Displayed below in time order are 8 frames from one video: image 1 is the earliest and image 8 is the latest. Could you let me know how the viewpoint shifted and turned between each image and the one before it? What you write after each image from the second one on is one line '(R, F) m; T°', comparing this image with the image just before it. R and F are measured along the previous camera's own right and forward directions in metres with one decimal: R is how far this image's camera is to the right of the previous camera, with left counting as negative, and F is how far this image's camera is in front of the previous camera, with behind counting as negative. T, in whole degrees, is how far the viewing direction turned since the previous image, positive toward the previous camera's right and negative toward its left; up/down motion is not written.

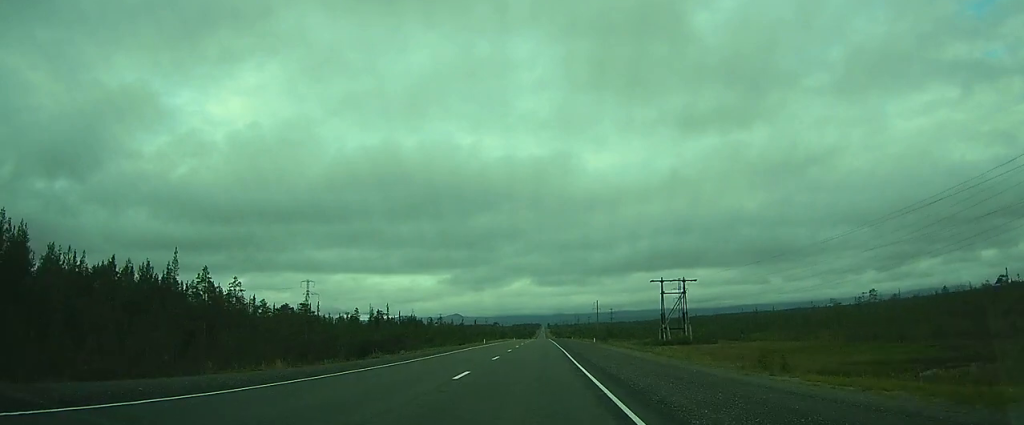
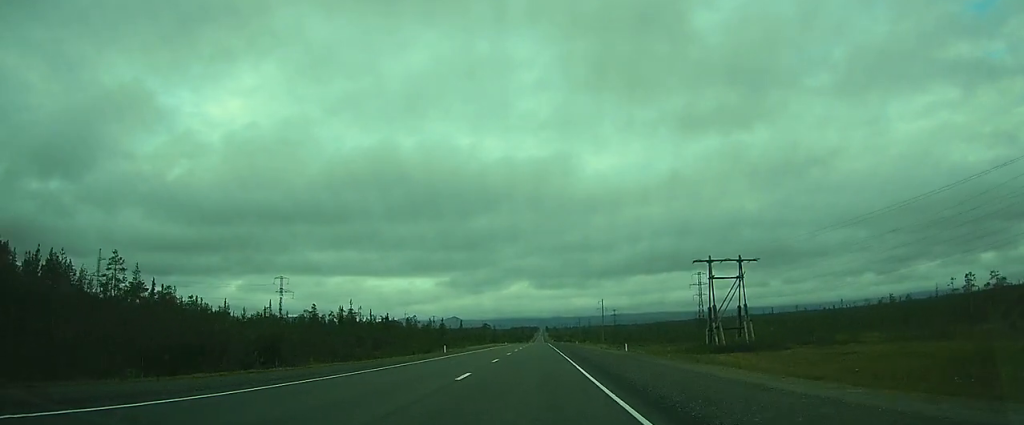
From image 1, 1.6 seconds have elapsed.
(+0.1, +34.3) m; -1°
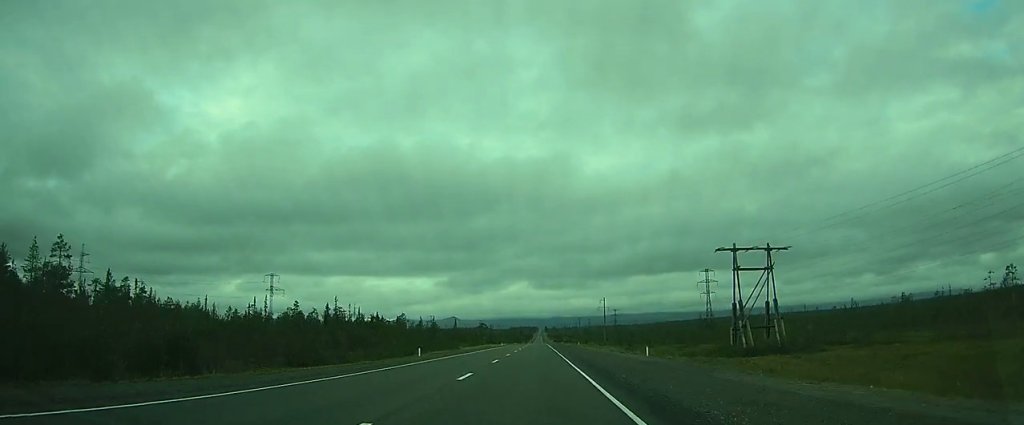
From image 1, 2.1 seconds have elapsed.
(-0.1, +11.0) m; -1°
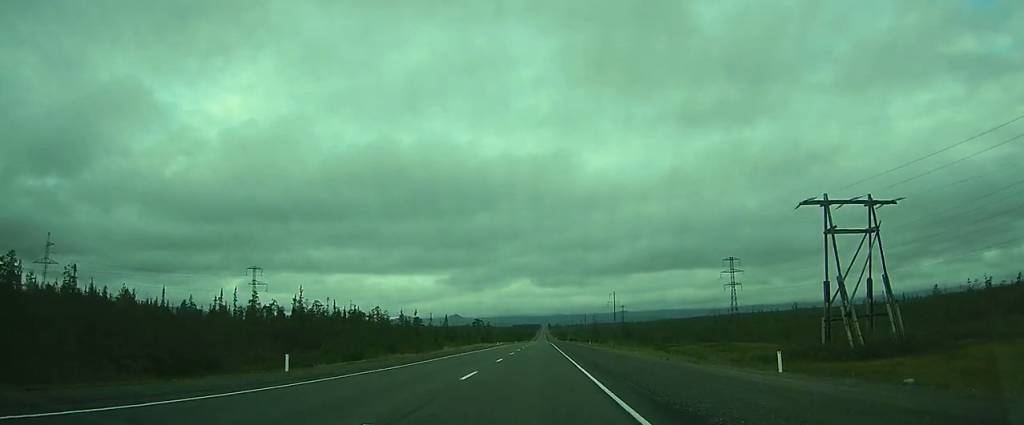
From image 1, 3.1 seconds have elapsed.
(-0.2, +23.6) m; 0°
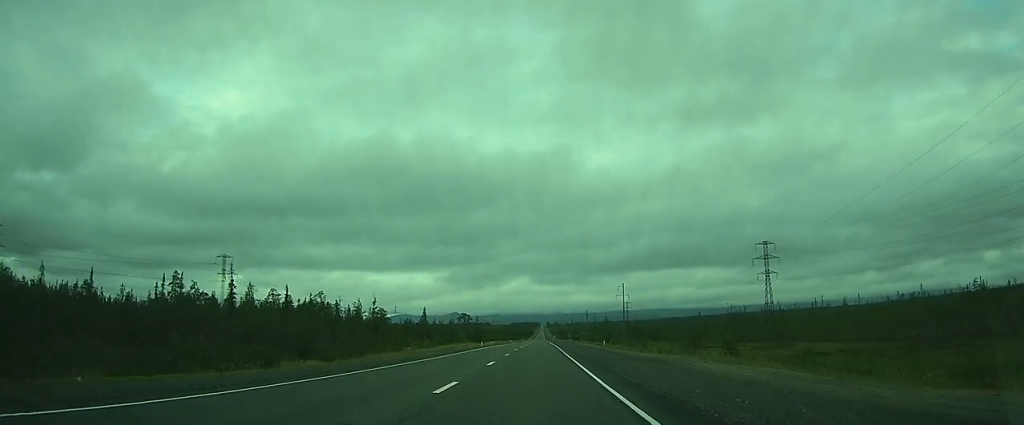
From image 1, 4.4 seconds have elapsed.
(-0.1, +29.1) m; -1°
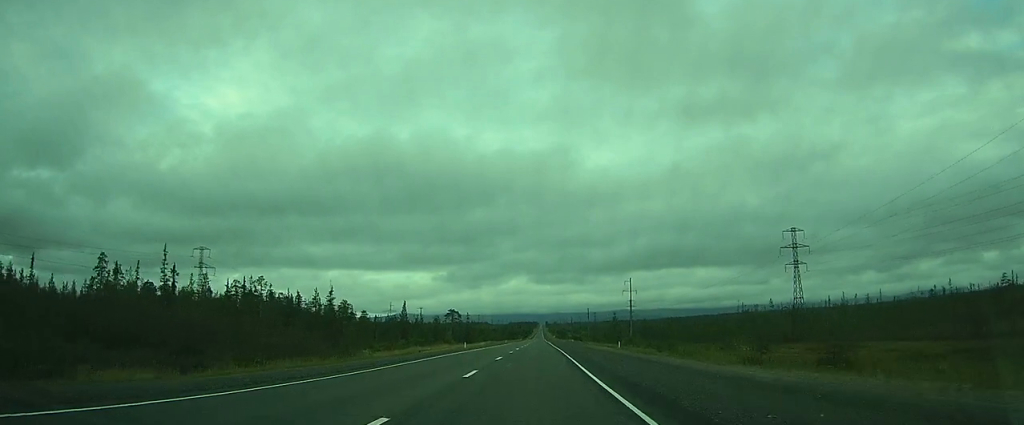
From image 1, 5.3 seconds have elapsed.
(-0.2, +19.0) m; -1°
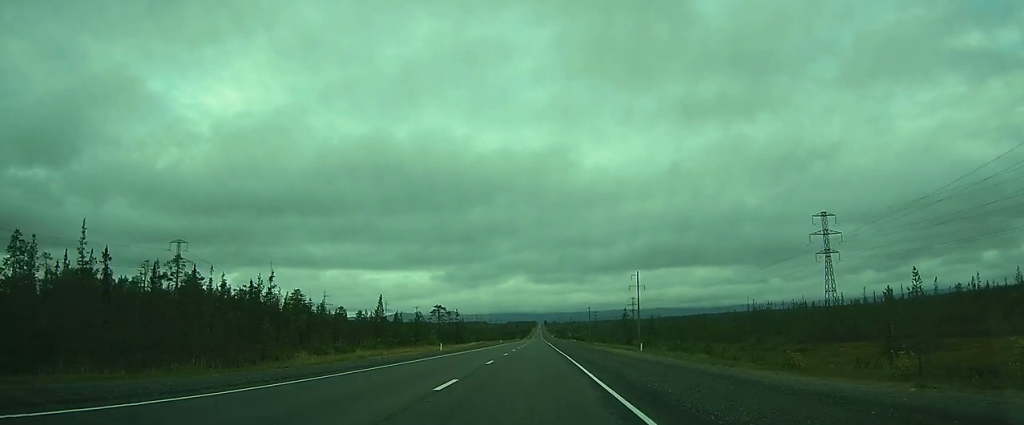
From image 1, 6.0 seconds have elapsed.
(-0.1, +16.9) m; 0°
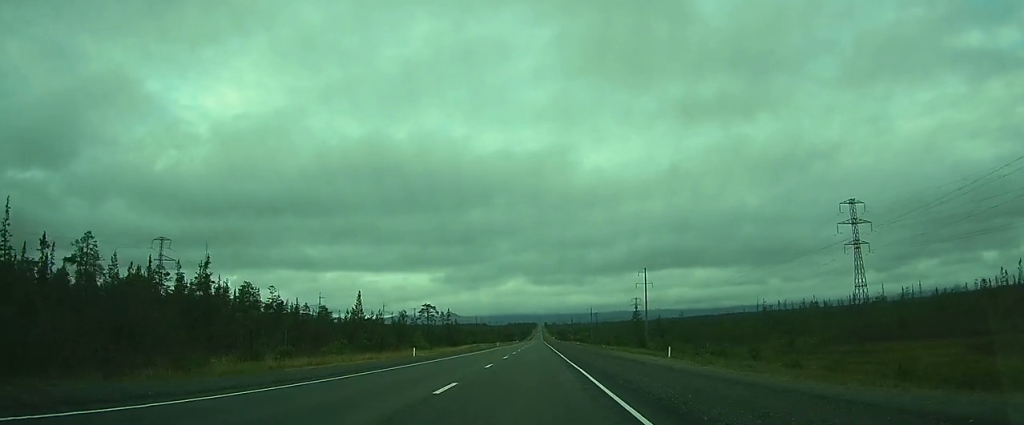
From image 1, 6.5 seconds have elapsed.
(0.0, +12.3) m; 0°
